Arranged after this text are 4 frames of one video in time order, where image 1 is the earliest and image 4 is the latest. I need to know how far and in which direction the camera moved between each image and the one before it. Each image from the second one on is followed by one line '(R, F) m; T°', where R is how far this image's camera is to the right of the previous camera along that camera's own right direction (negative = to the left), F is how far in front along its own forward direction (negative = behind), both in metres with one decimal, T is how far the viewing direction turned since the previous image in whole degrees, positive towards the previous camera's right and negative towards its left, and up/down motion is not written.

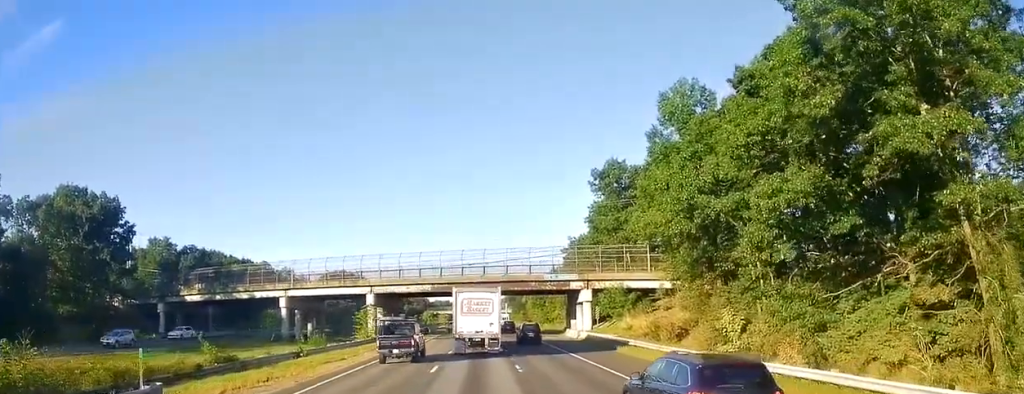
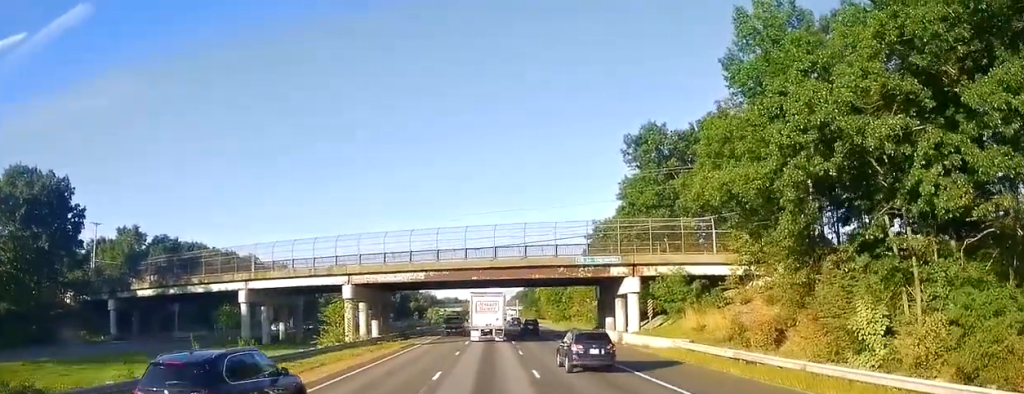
(+0.5, +14.8) m; +1°
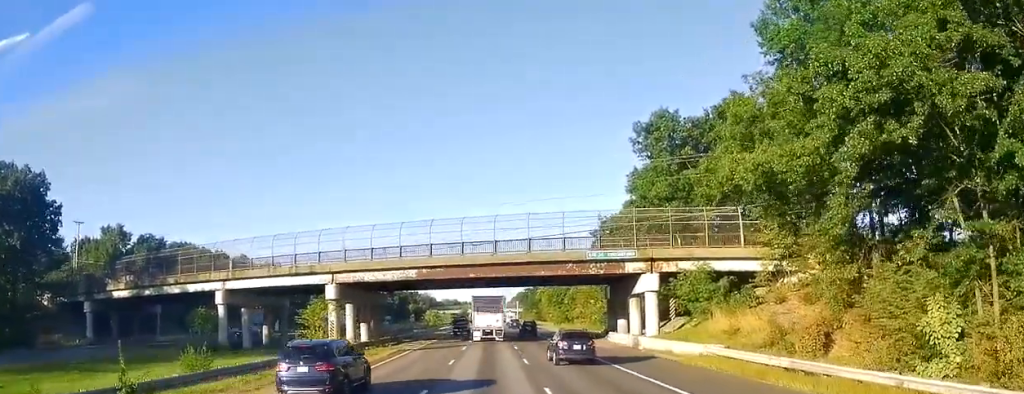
(-0.1, +4.9) m; -2°
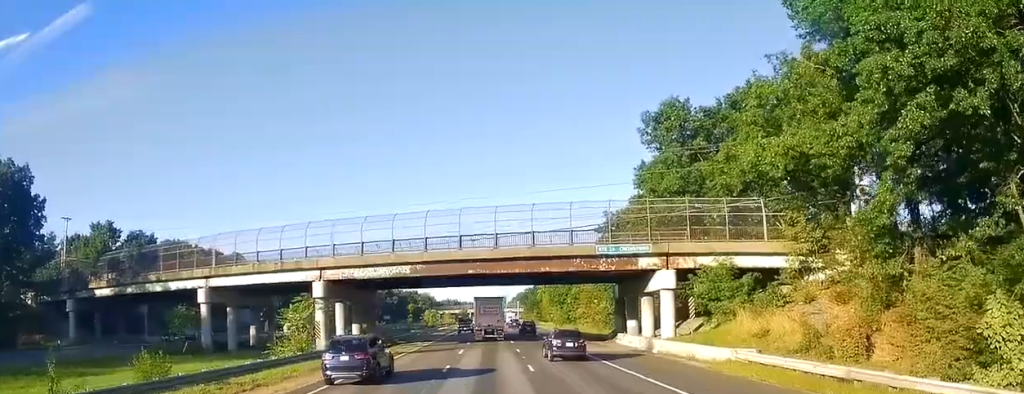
(-0.2, +3.2) m; -1°
